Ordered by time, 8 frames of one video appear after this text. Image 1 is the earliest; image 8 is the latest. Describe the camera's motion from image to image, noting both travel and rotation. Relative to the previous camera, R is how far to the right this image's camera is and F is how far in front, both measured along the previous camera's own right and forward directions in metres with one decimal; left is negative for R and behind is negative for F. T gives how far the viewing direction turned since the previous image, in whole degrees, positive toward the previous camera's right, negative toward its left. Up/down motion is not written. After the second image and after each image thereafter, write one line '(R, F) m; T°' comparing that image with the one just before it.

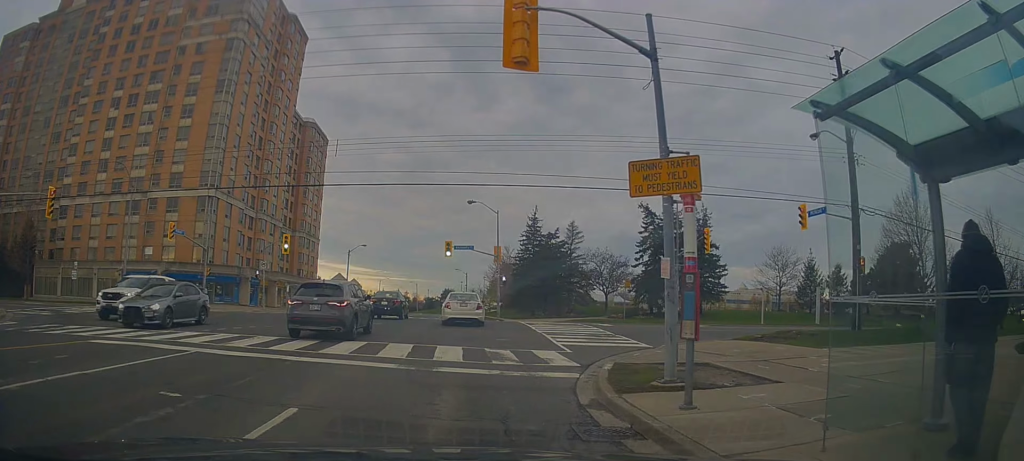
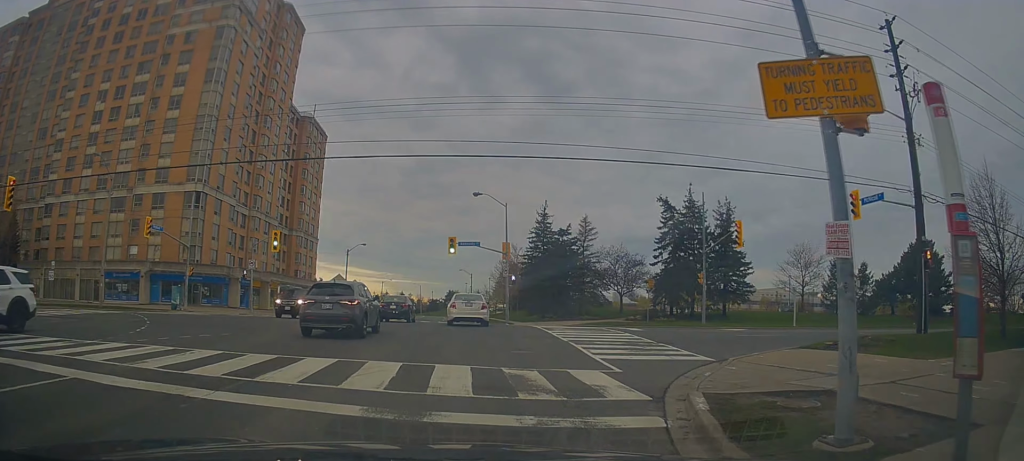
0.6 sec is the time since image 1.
(0.0, +3.3) m; -4°
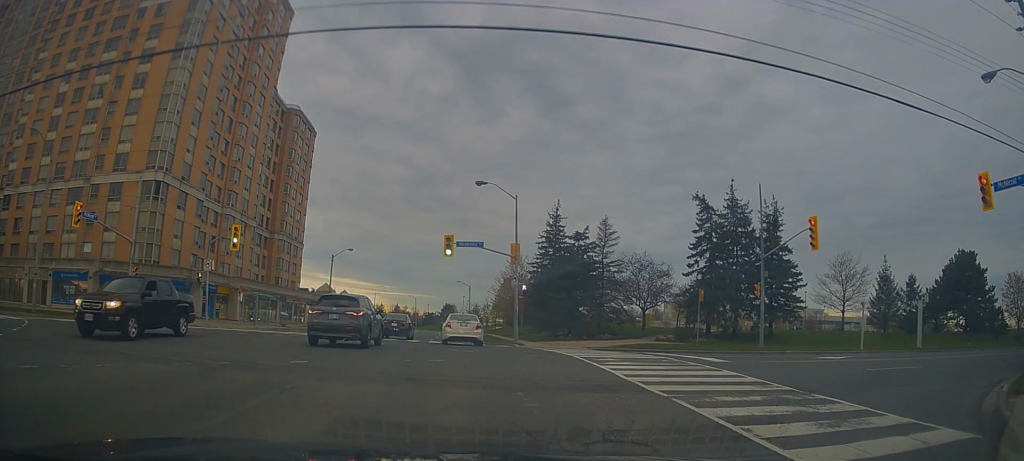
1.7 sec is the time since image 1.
(-0.4, +7.7) m; -2°
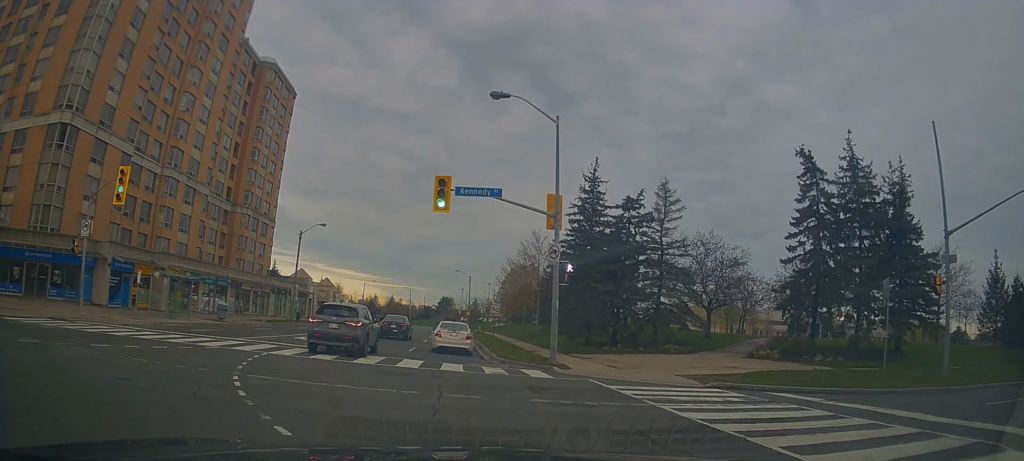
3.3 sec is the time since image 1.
(-0.1, +13.4) m; -2°
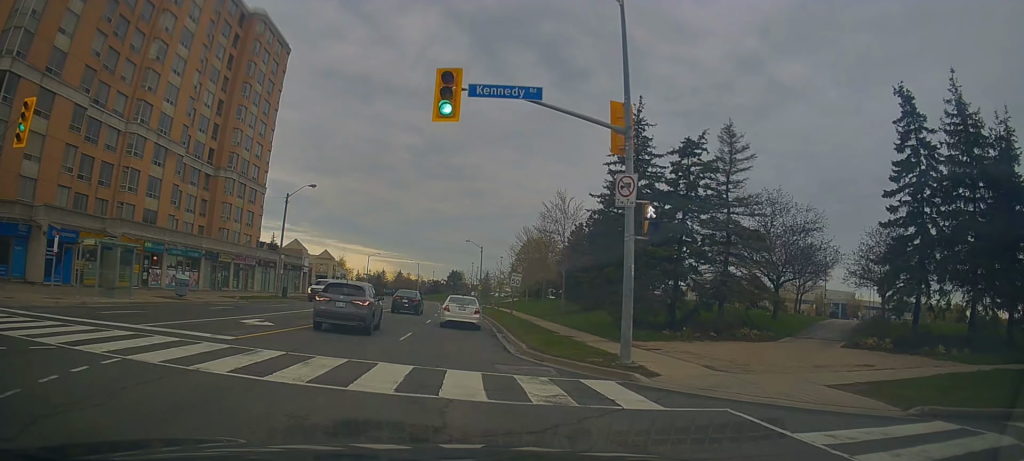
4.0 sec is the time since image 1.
(-0.1, +7.2) m; 0°
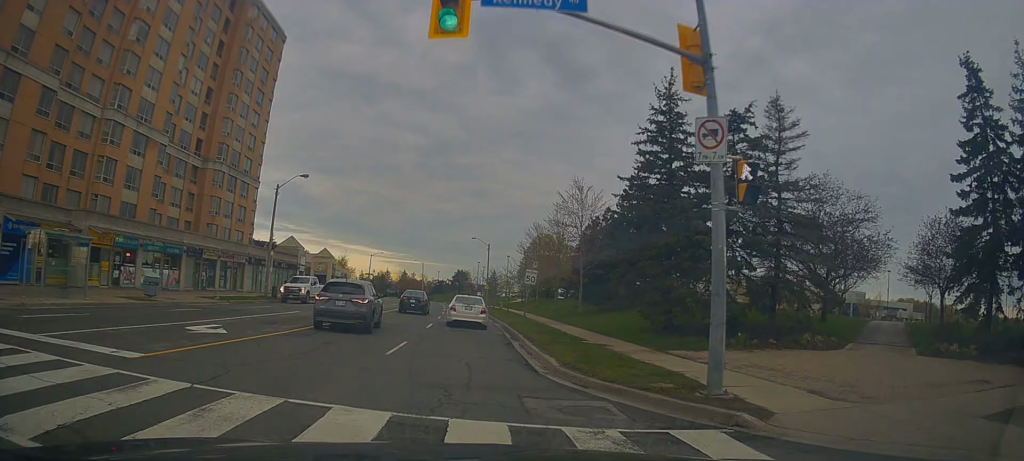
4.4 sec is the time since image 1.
(0.0, +4.2) m; 0°
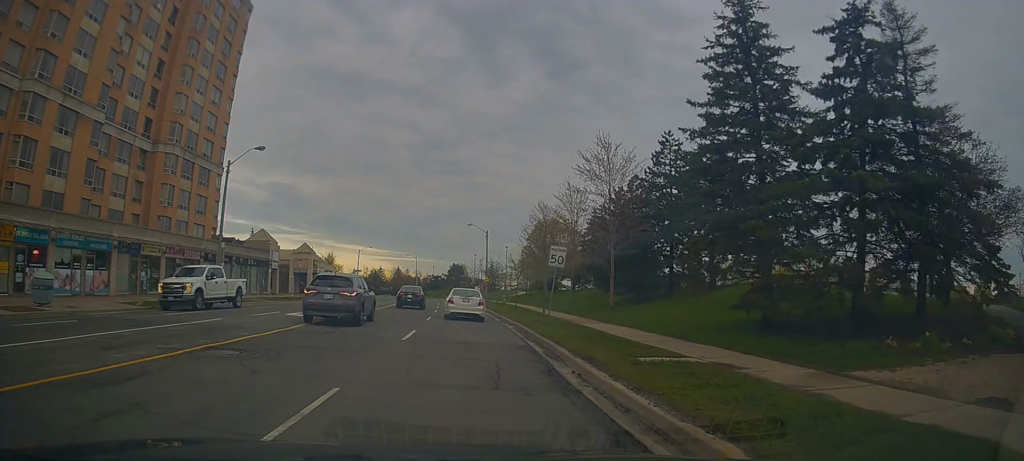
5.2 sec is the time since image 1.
(0.0, +8.3) m; -1°
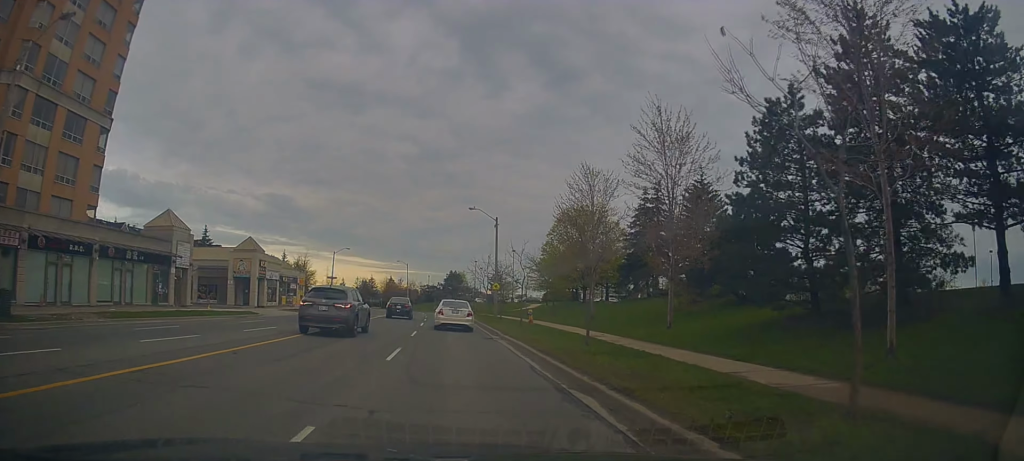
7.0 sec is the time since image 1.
(-0.1, +20.6) m; -1°
